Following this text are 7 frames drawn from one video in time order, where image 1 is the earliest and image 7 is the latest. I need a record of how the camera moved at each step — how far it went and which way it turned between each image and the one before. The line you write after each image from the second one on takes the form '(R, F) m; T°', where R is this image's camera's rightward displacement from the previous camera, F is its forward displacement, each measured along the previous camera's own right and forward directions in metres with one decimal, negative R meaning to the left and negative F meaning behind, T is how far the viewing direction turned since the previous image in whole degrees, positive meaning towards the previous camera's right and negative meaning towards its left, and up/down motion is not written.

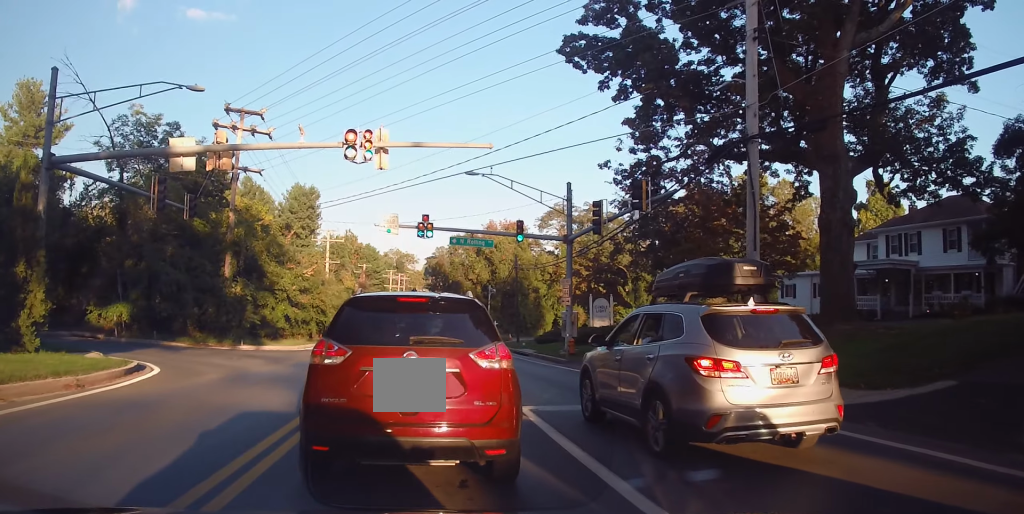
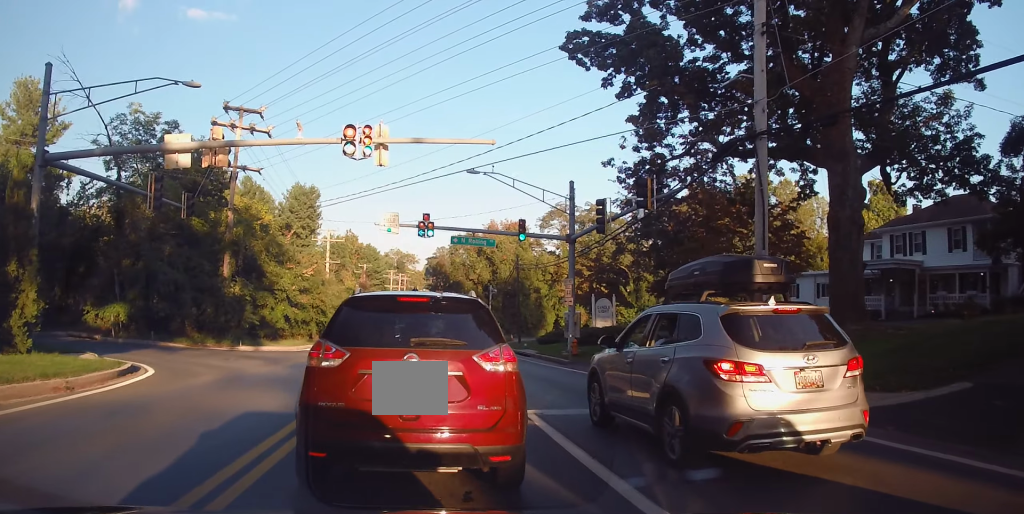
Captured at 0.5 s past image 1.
(0.0, +1.0) m; -3°
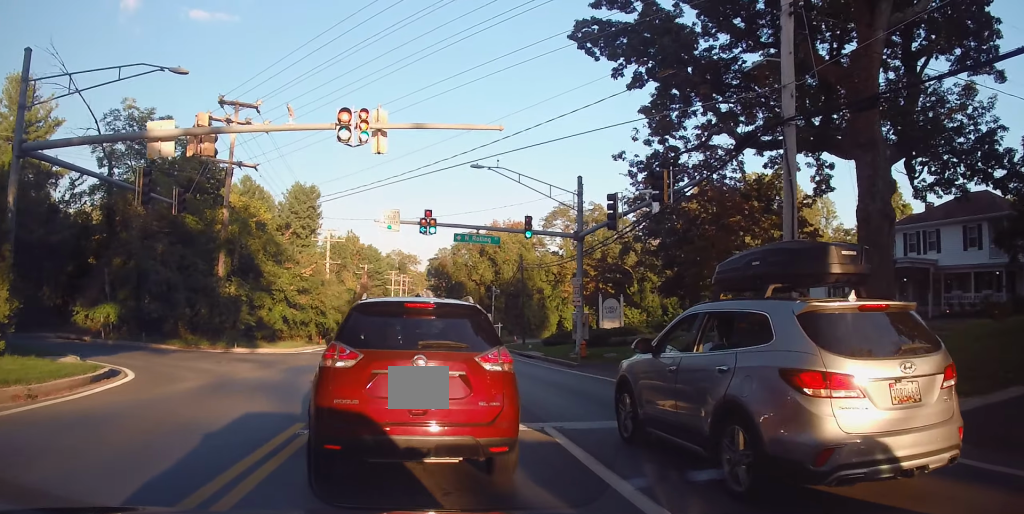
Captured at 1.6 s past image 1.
(-0.2, +2.2) m; -9°
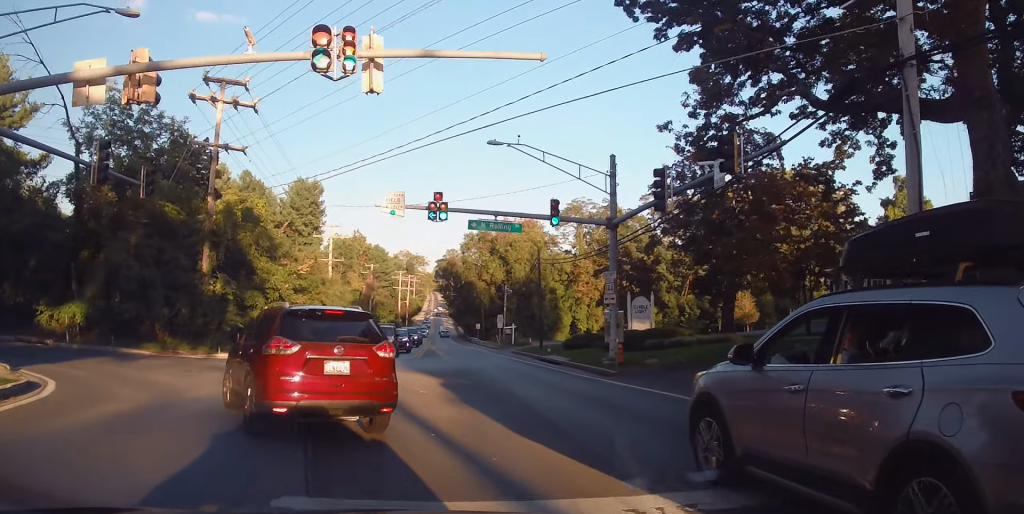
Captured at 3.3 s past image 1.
(-0.5, +4.6) m; -11°
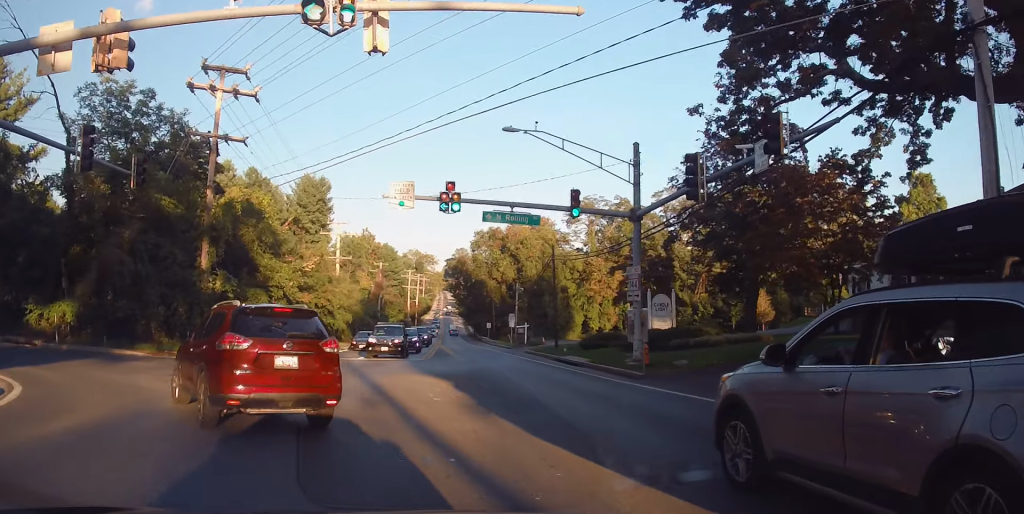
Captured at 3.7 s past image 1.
(0.0, +1.4) m; -3°
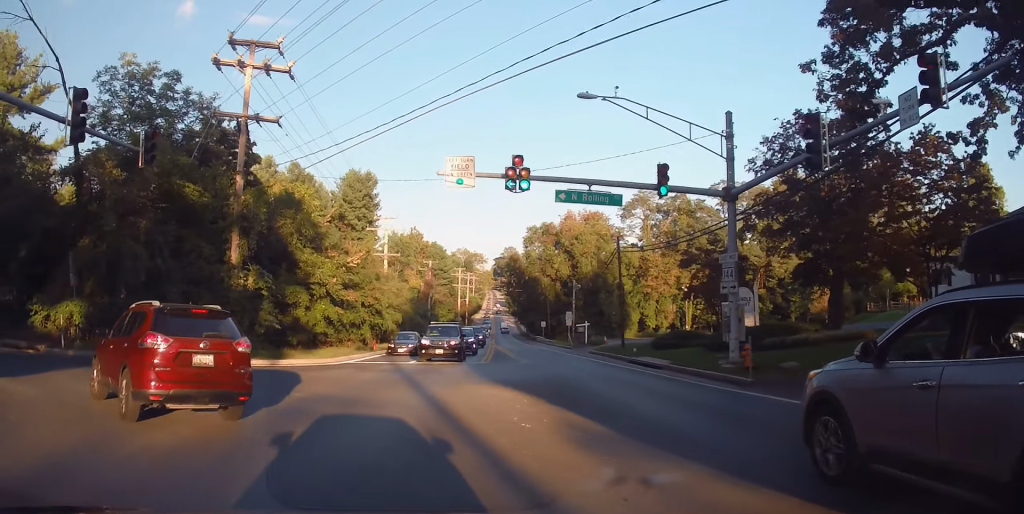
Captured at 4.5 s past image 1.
(-0.2, +3.2) m; -8°
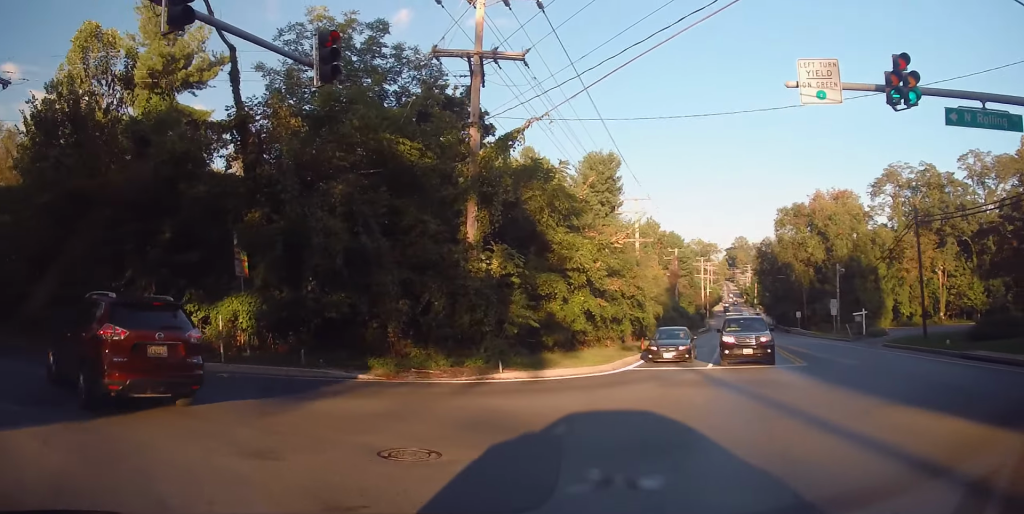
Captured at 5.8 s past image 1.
(-0.8, +6.1) m; -18°
